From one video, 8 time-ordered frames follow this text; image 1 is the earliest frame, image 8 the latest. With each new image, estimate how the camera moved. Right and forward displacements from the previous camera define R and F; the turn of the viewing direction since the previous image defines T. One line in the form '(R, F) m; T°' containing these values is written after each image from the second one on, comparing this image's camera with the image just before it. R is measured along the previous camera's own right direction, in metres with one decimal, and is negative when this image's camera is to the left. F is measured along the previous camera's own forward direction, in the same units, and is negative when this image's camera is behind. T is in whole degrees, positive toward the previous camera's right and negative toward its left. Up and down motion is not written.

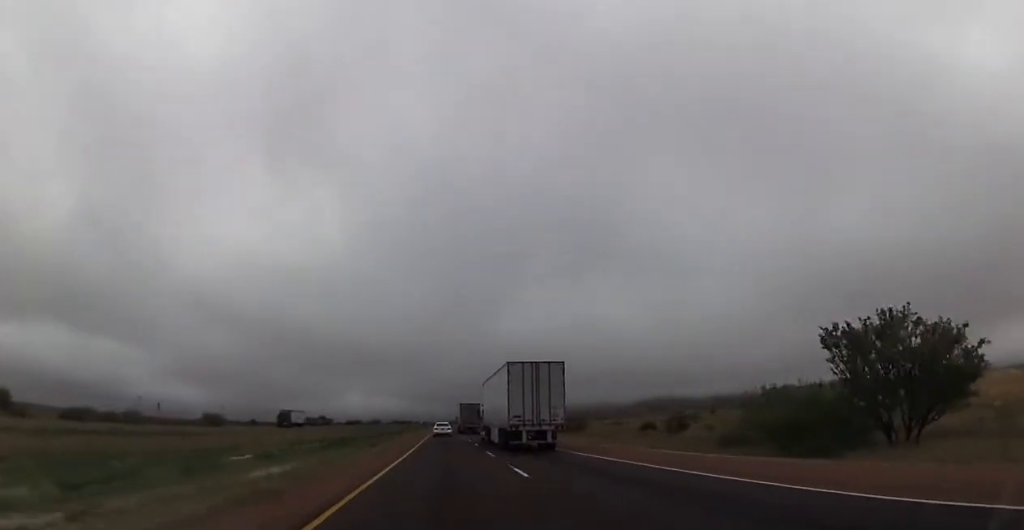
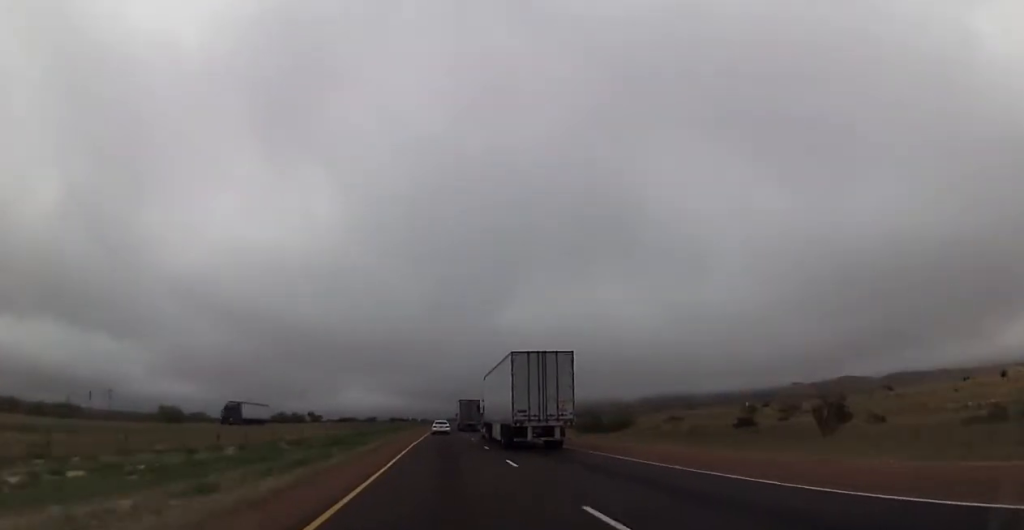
(-0.1, +21.8) m; 0°
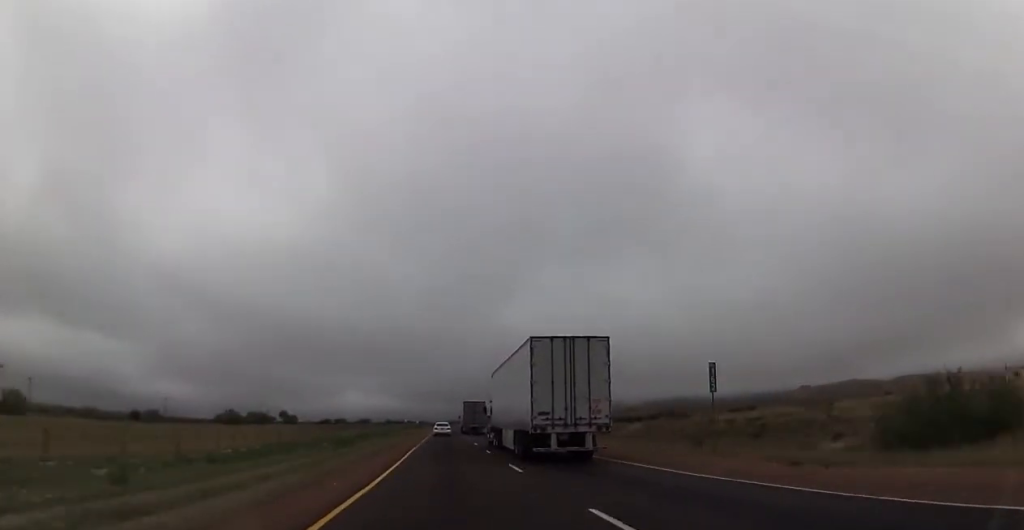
(0.0, +48.4) m; 0°
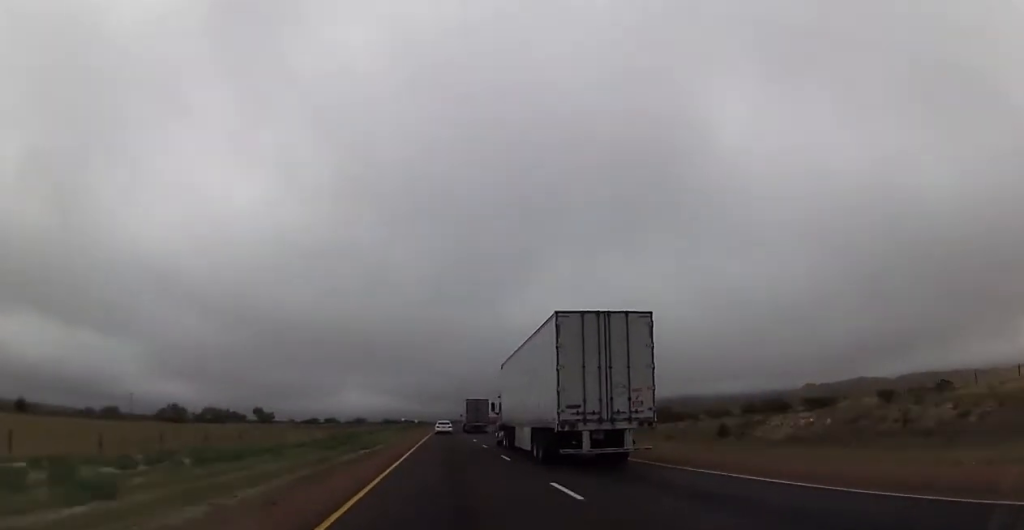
(0.0, +32.3) m; 0°
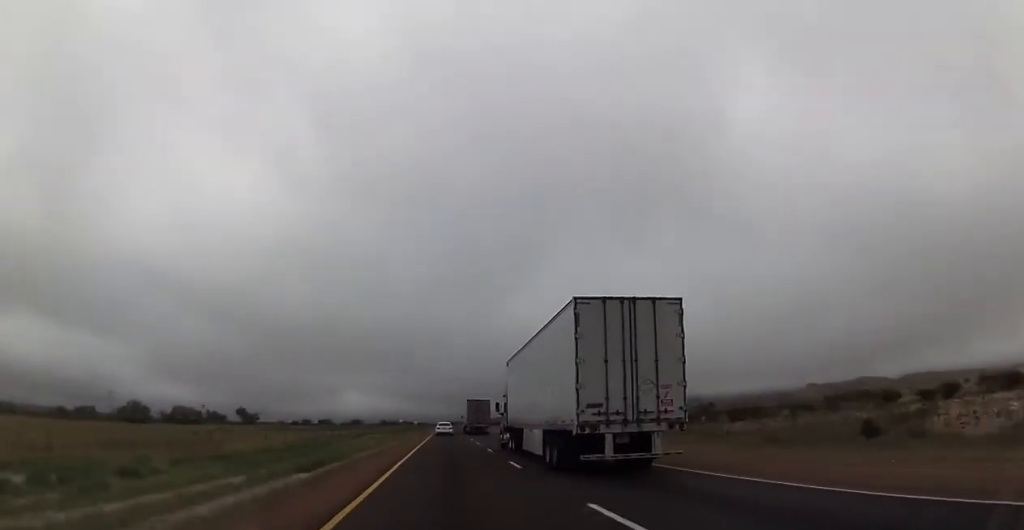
(0.0, +15.7) m; 0°
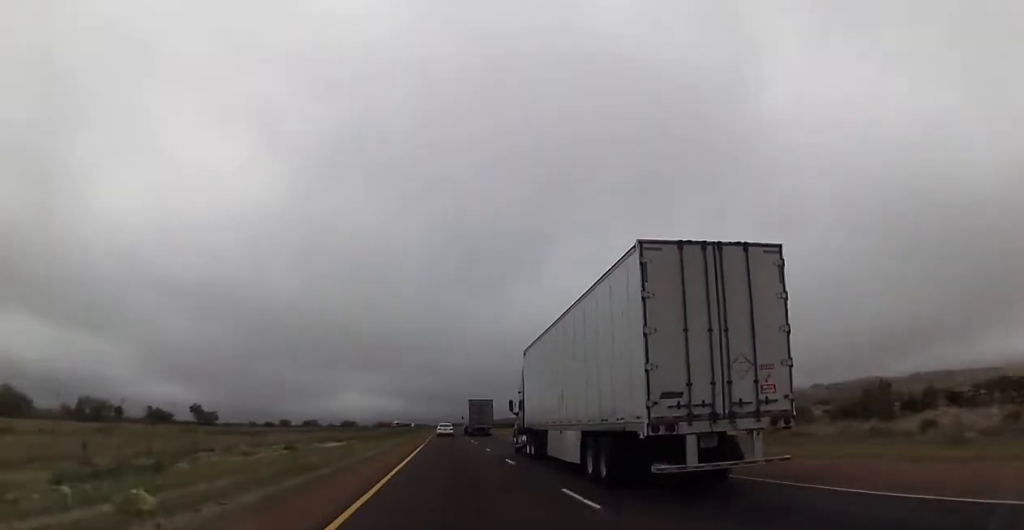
(+0.1, +33.8) m; +1°
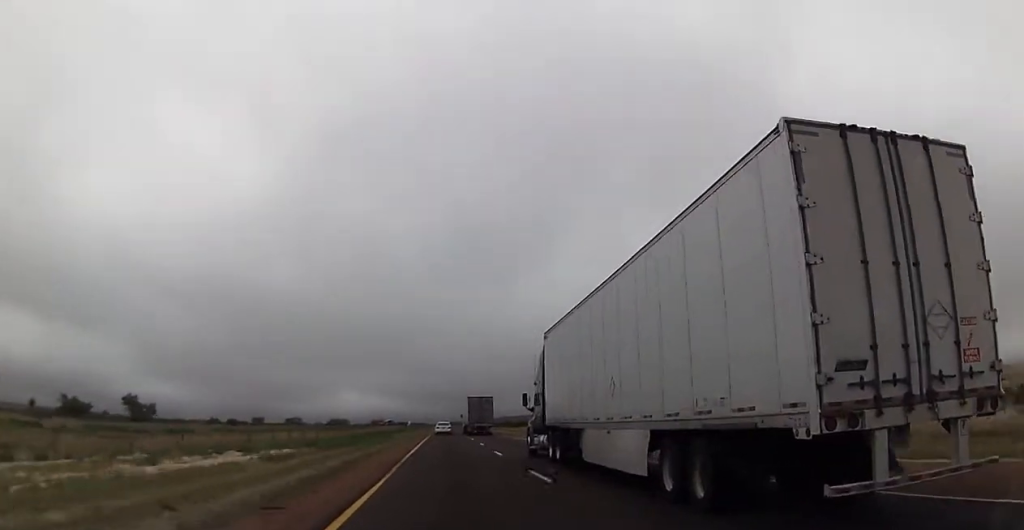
(+0.4, +31.7) m; 0°
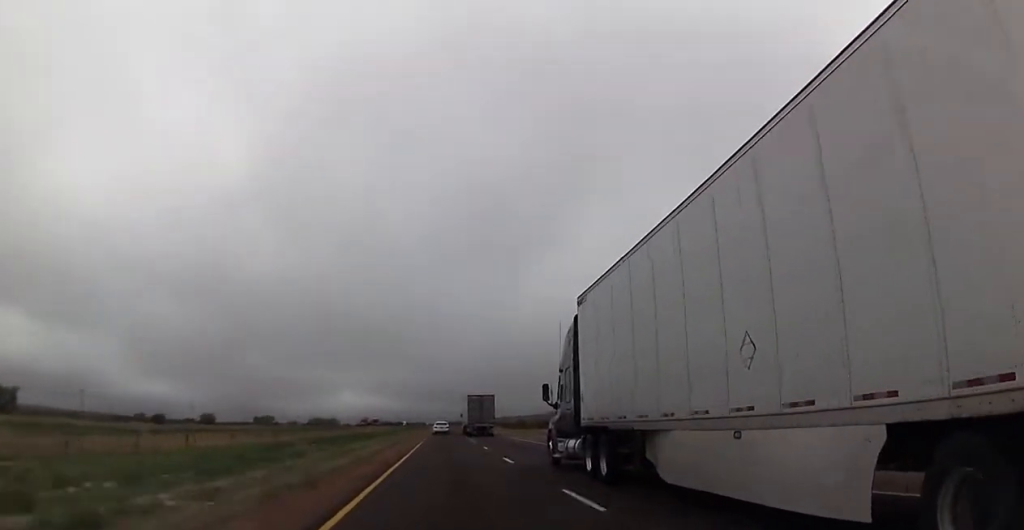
(-0.5, +41.2) m; -1°
